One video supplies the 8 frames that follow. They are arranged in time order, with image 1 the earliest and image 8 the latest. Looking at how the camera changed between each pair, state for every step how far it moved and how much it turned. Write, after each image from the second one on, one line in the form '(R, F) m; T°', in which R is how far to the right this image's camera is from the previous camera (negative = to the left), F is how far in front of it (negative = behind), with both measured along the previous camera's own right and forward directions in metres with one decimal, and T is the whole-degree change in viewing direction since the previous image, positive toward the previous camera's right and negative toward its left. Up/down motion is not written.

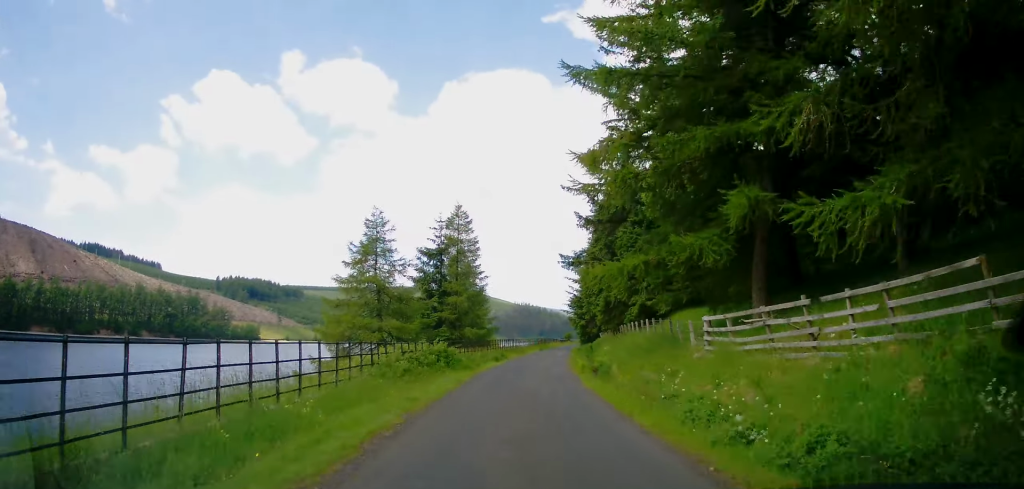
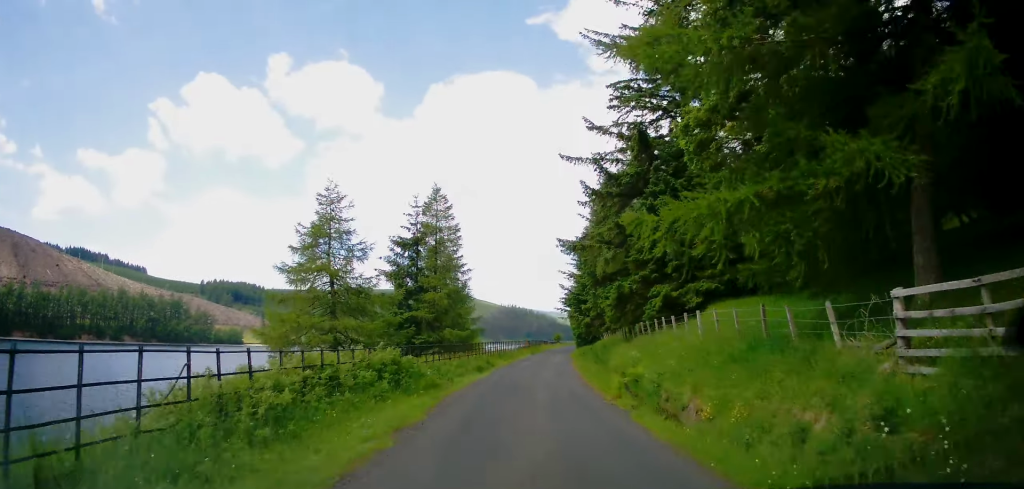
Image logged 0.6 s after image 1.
(+0.1, +8.0) m; +2°
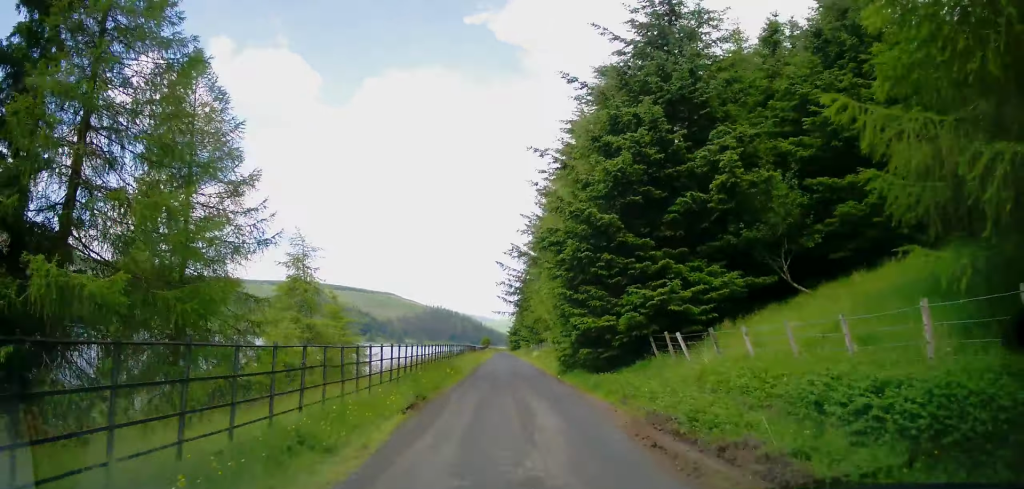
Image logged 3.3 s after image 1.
(+2.2, +38.7) m; +7°
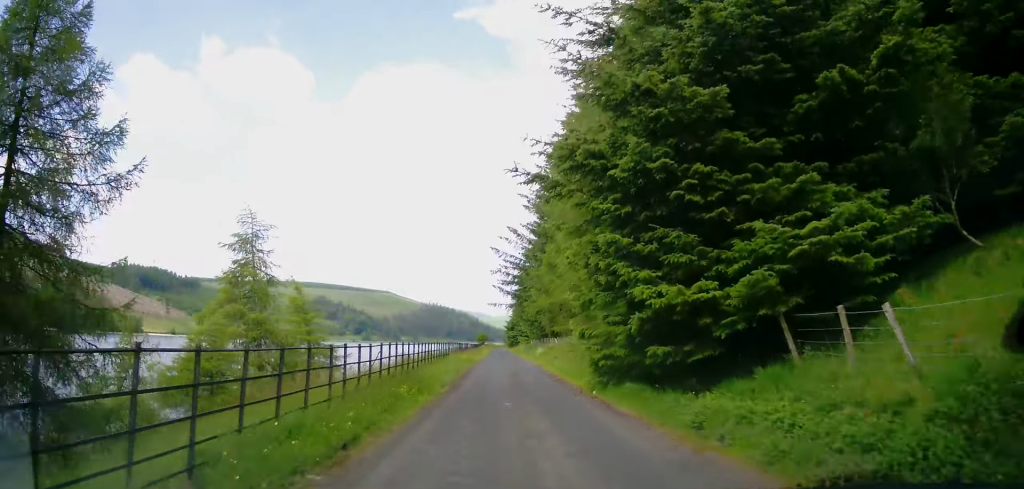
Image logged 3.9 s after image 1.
(+0.1, +8.7) m; 0°
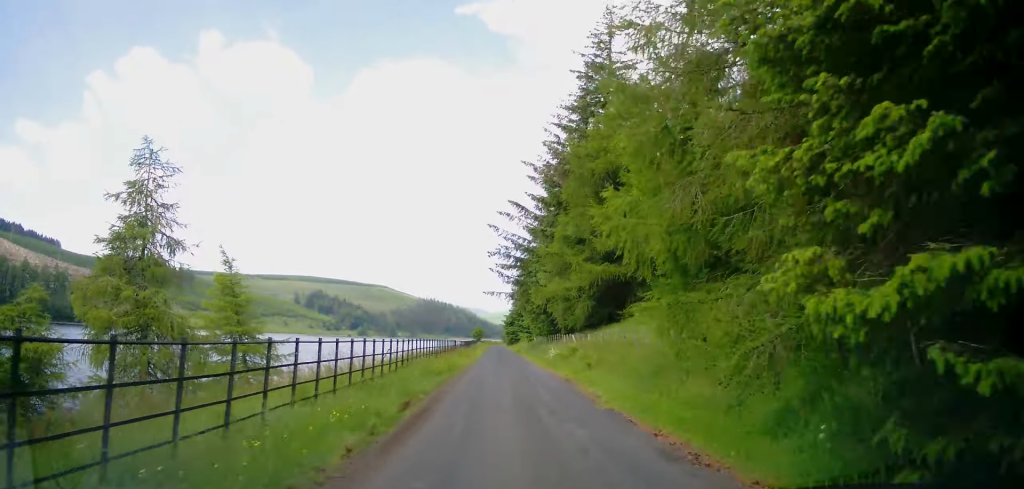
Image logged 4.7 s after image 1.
(+0.1, +11.6) m; -1°
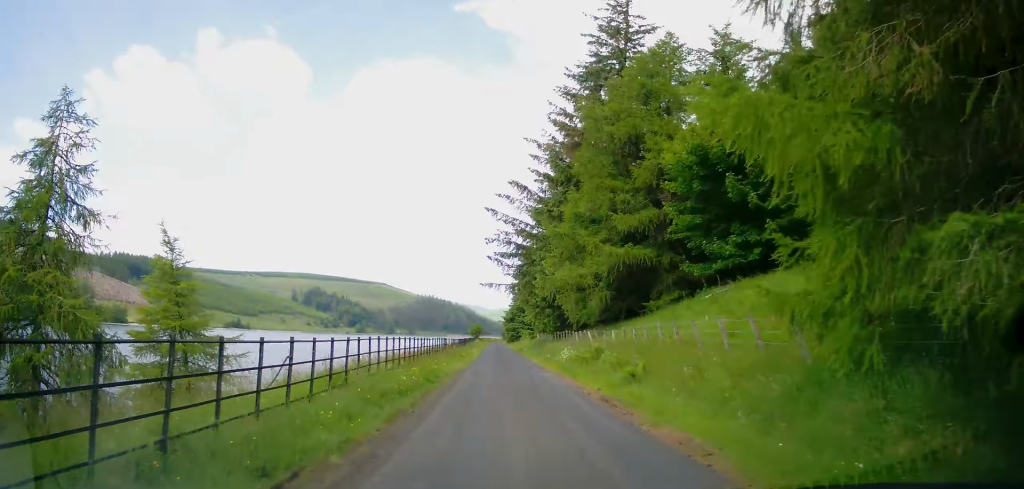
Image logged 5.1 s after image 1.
(-0.3, +6.3) m; 0°
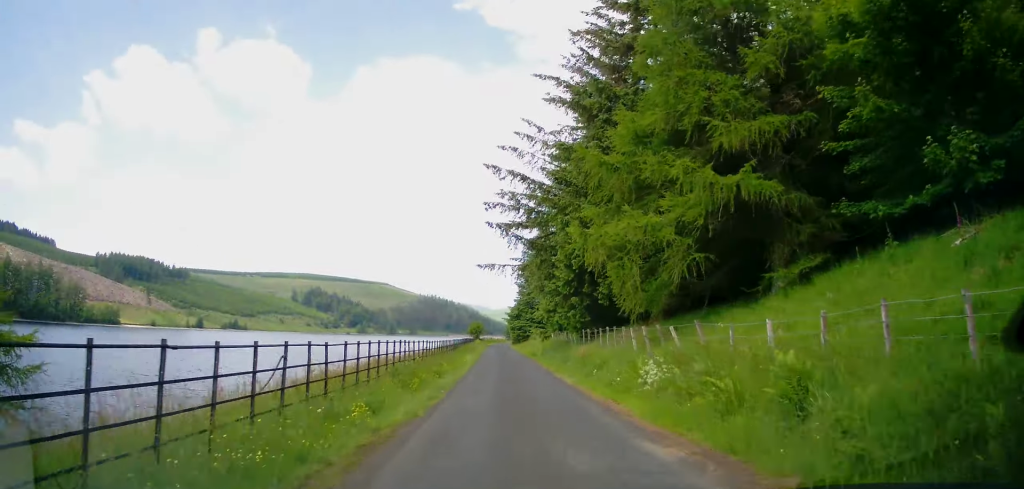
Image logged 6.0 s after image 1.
(+0.2, +13.5) m; +1°
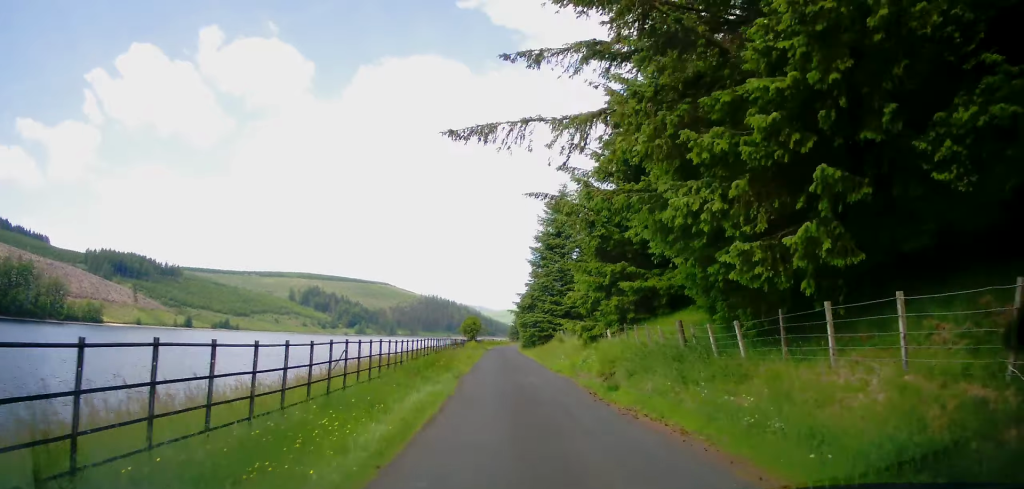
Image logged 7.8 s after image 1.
(-0.2, +24.8) m; -2°
